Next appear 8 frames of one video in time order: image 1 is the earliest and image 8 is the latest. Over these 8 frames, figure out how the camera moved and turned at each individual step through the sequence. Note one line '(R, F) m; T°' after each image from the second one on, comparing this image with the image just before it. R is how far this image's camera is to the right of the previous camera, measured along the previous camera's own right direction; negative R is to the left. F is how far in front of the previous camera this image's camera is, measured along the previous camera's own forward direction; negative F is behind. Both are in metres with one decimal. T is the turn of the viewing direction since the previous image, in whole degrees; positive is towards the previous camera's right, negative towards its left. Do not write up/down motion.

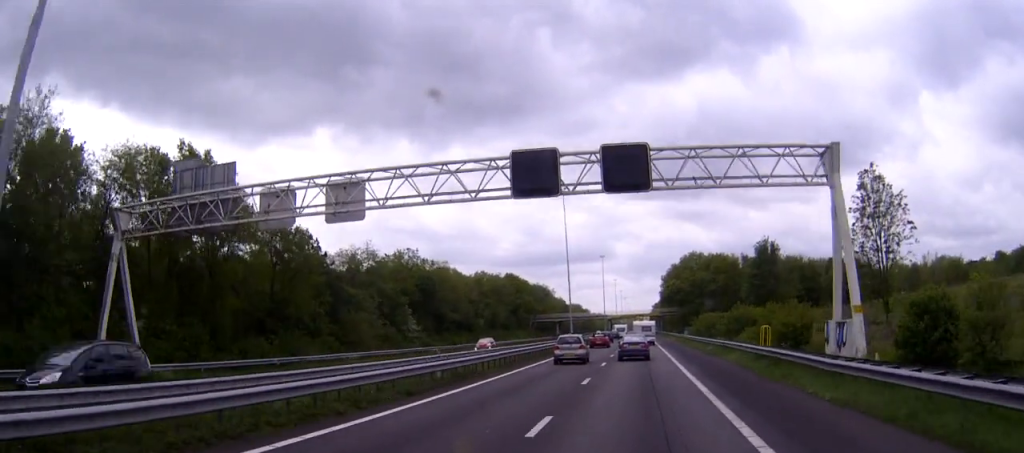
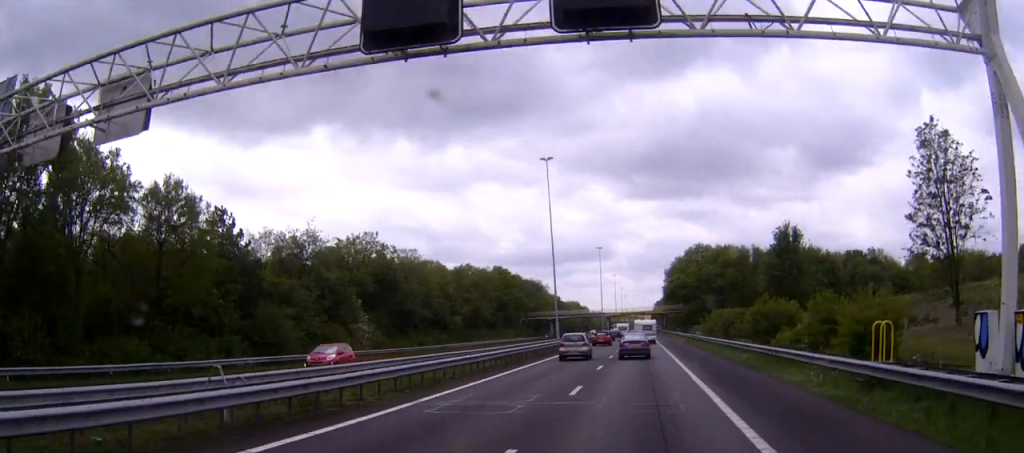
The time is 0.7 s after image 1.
(0.0, +16.0) m; 0°
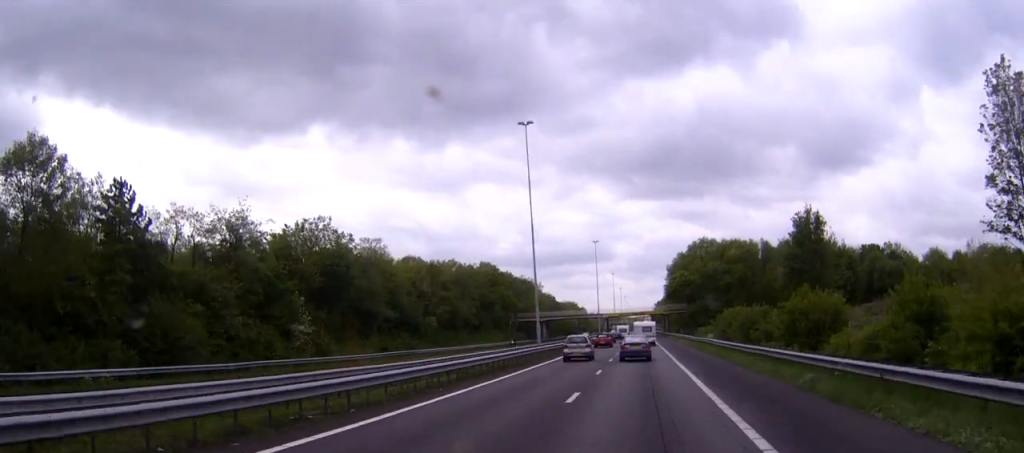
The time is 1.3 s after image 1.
(0.0, +13.0) m; 0°
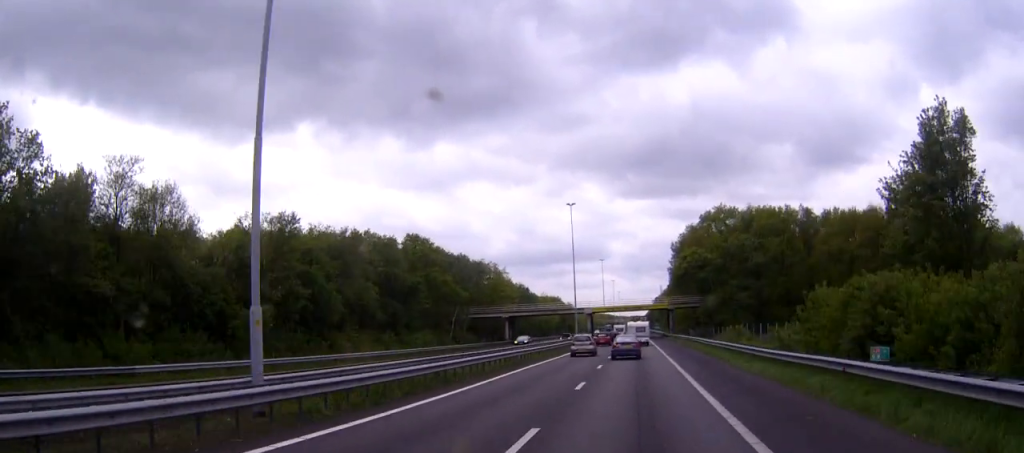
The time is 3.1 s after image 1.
(0.0, +42.5) m; 0°
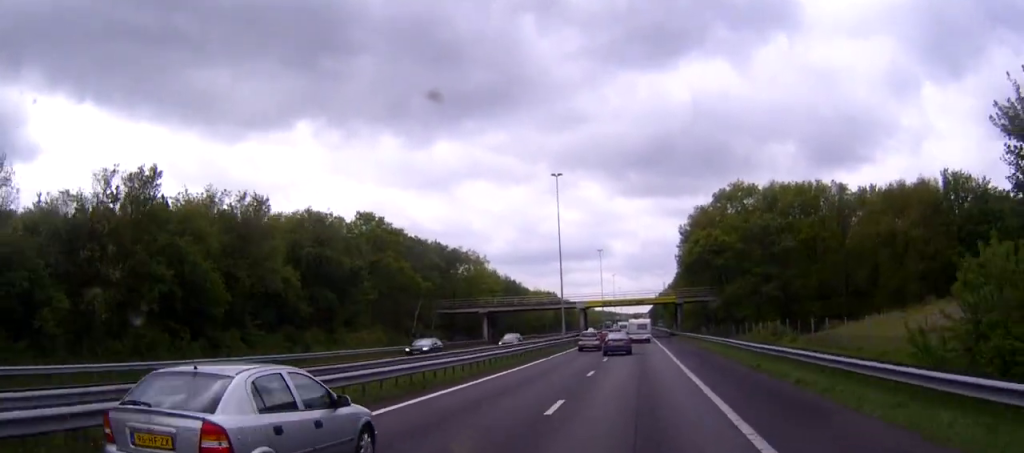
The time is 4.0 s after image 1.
(-0.1, +18.9) m; 0°
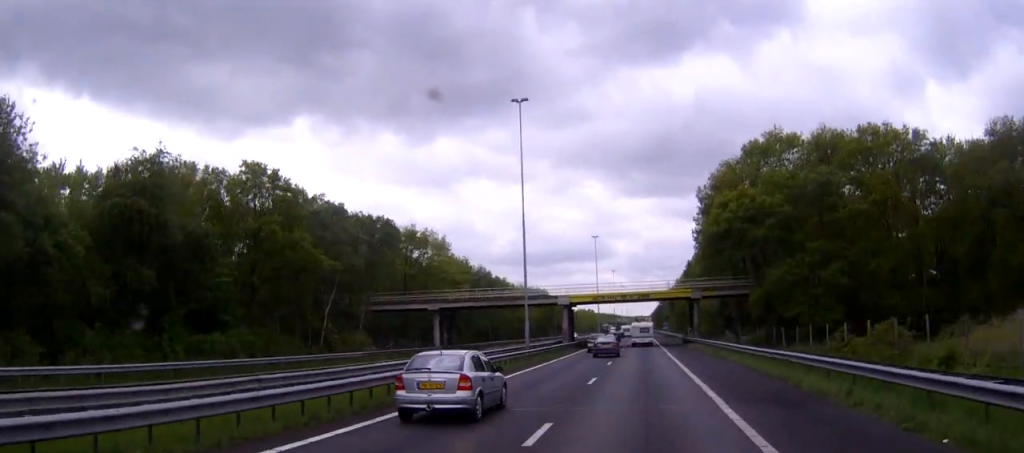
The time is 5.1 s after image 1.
(0.0, +26.7) m; 0°
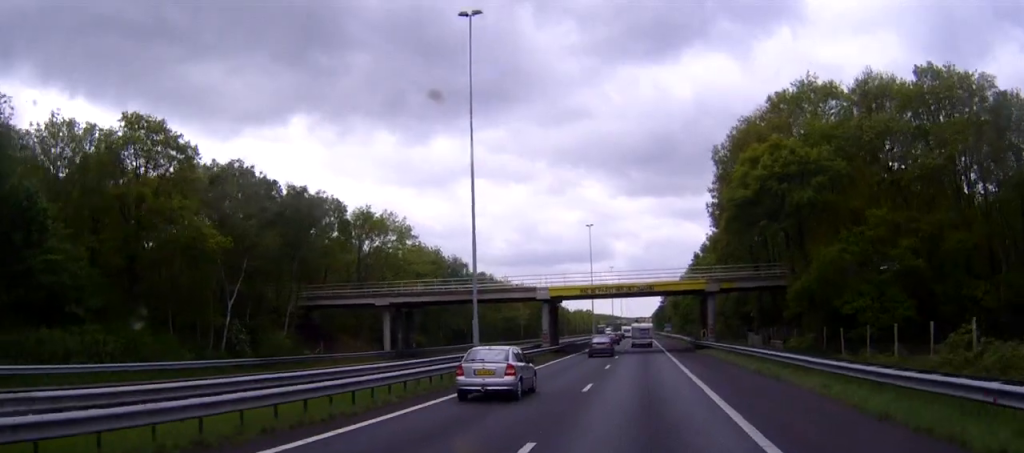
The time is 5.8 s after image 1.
(0.0, +16.1) m; 0°
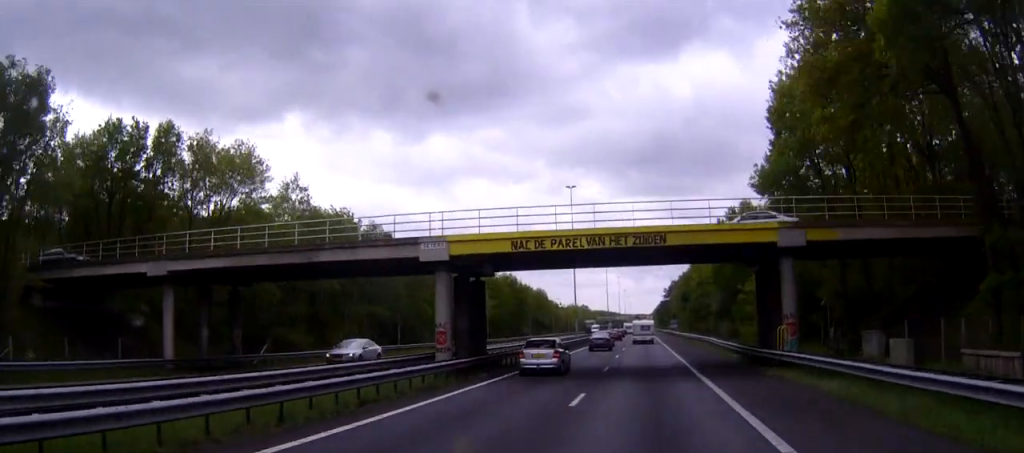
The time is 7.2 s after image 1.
(0.0, +32.1) m; 0°
